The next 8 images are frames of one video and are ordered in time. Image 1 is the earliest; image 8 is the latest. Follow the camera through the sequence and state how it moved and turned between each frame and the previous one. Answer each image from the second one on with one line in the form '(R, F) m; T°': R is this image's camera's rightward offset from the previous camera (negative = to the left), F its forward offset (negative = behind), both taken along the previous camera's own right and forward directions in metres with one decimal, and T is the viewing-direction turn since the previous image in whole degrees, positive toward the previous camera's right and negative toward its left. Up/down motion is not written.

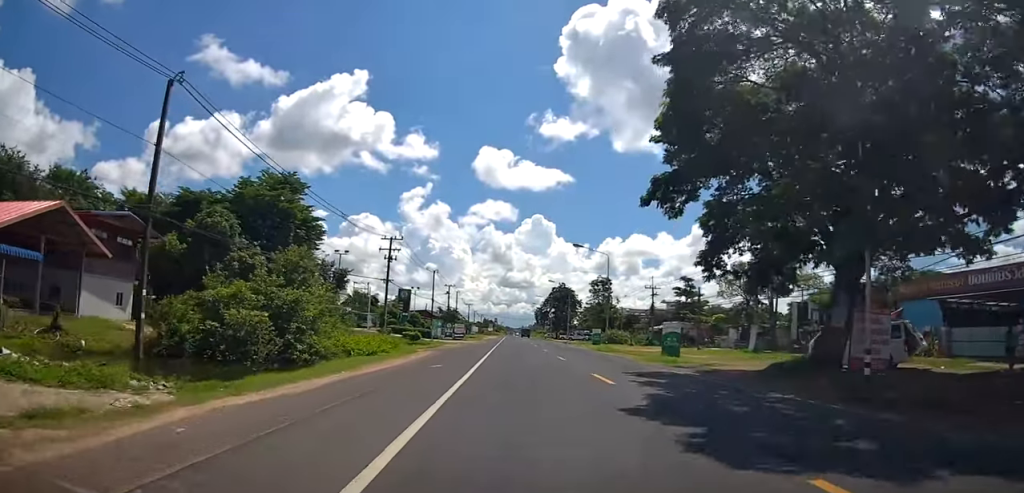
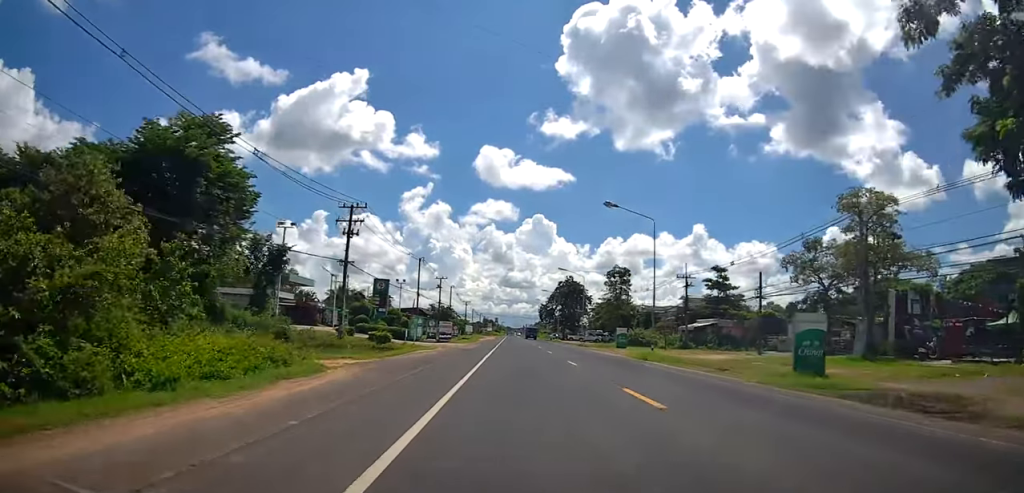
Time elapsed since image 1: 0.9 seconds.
(-0.7, +16.5) m; 0°
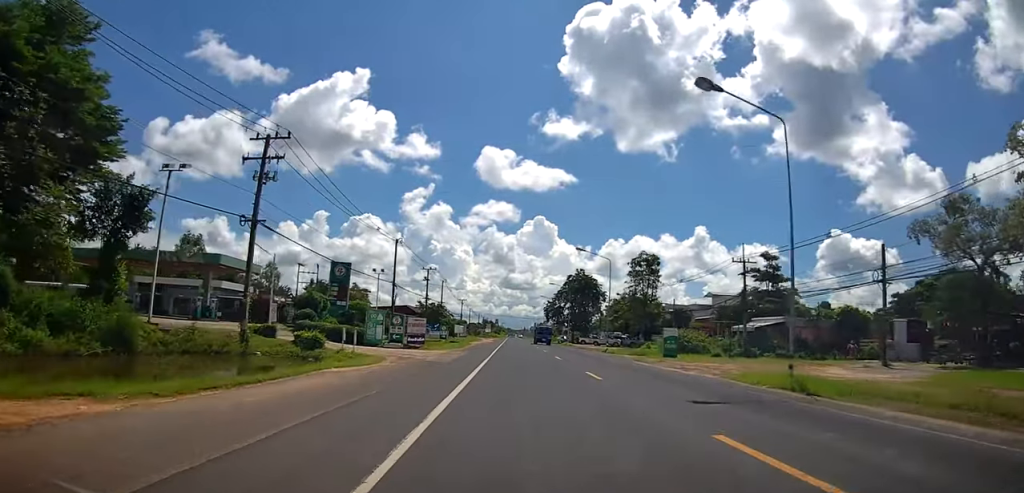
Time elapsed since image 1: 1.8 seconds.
(+0.7, +17.9) m; +2°
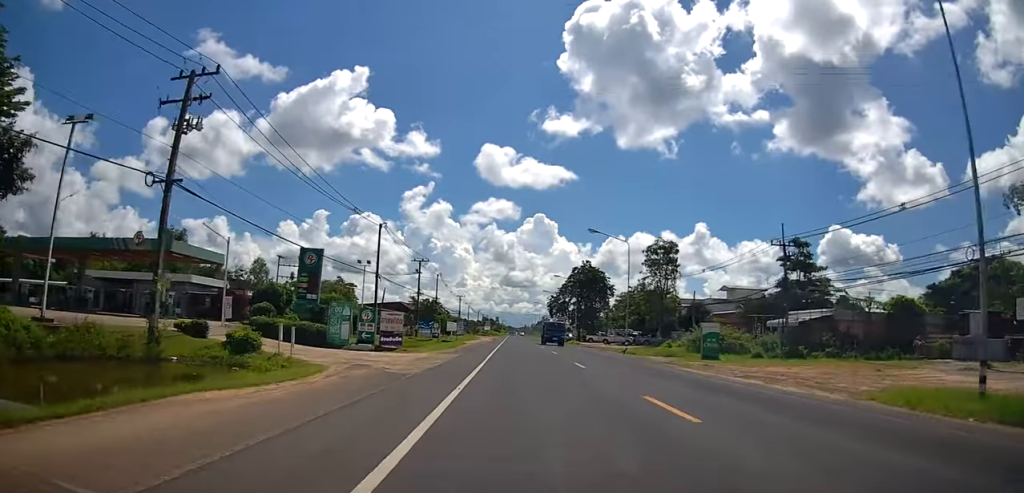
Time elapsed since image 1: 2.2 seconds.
(0.0, +8.3) m; -1°
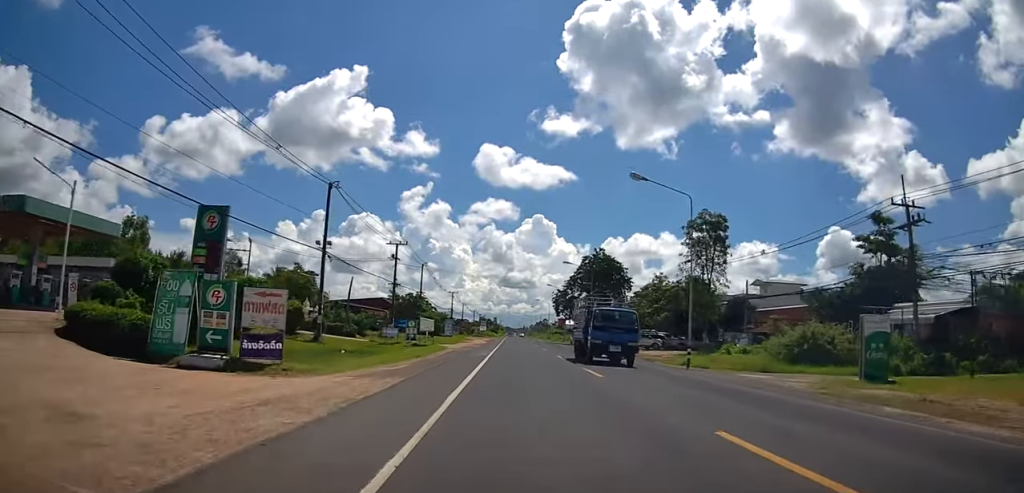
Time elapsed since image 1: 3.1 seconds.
(0.0, +16.0) m; -2°
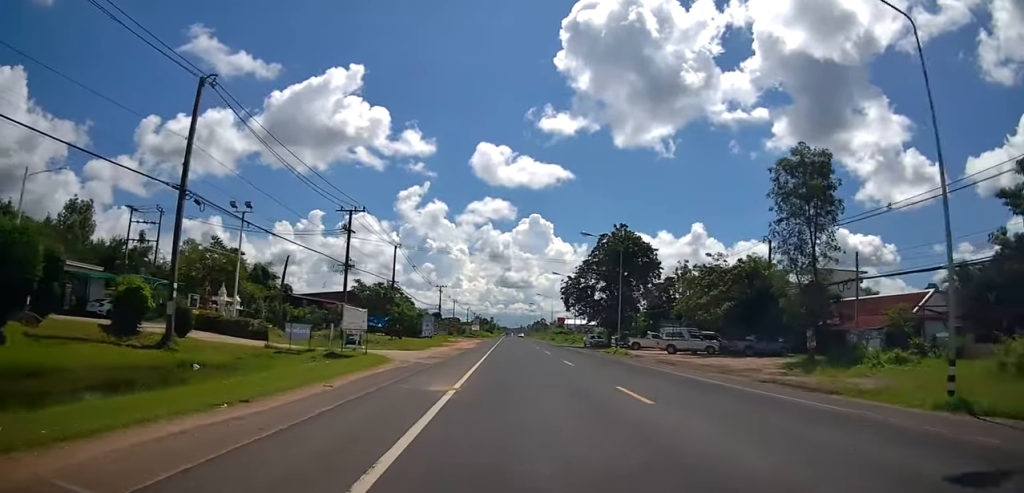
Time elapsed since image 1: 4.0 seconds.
(-0.6, +18.2) m; 0°
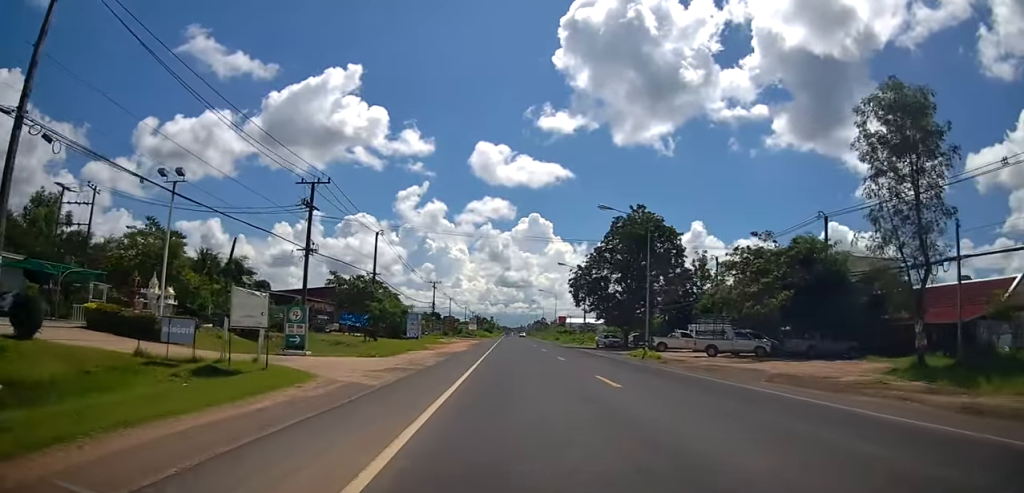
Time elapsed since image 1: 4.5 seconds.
(+0.3, +9.3) m; +1°
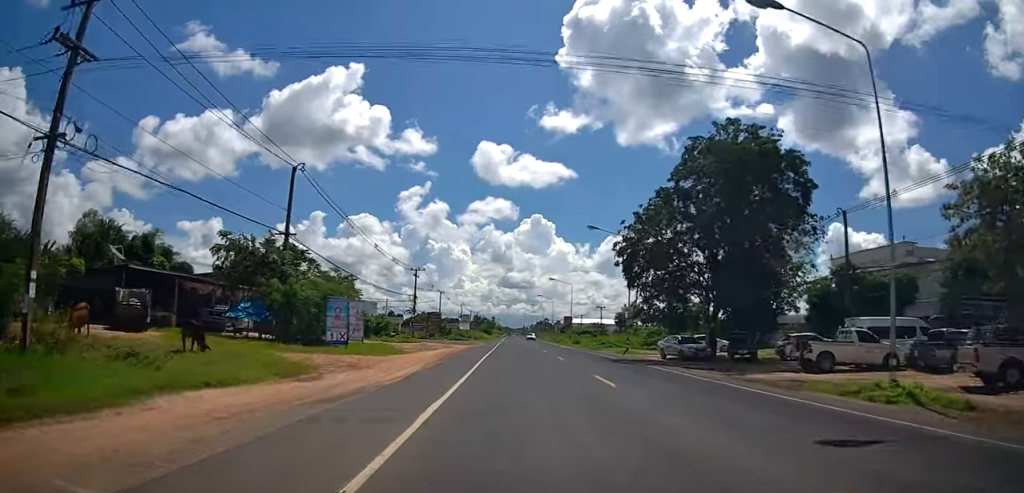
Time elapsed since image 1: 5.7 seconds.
(+0.4, +24.0) m; -1°
